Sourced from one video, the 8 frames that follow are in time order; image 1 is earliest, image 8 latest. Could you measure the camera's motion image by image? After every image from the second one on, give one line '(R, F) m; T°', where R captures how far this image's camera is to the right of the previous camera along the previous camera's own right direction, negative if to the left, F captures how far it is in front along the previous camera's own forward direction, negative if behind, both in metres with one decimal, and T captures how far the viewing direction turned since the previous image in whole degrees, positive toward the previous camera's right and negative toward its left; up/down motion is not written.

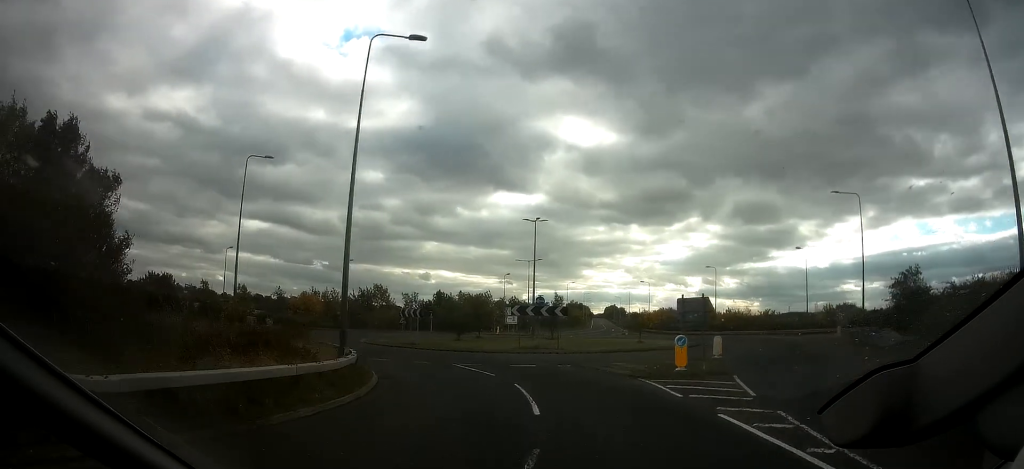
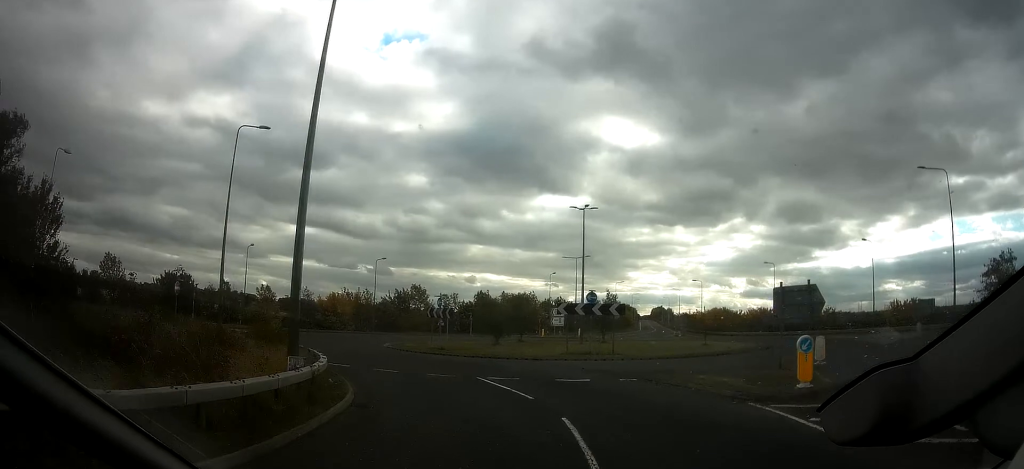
(+0.2, +6.7) m; -4°
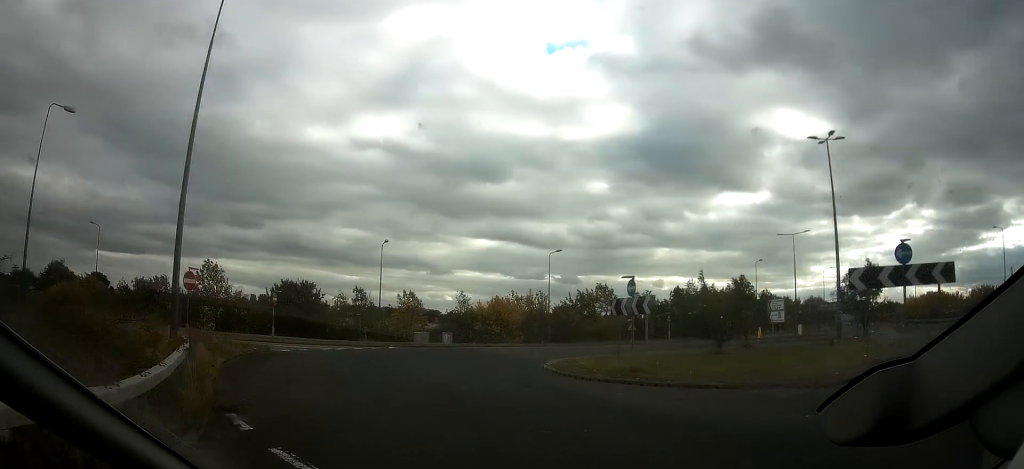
(-2.4, +15.5) m; -15°
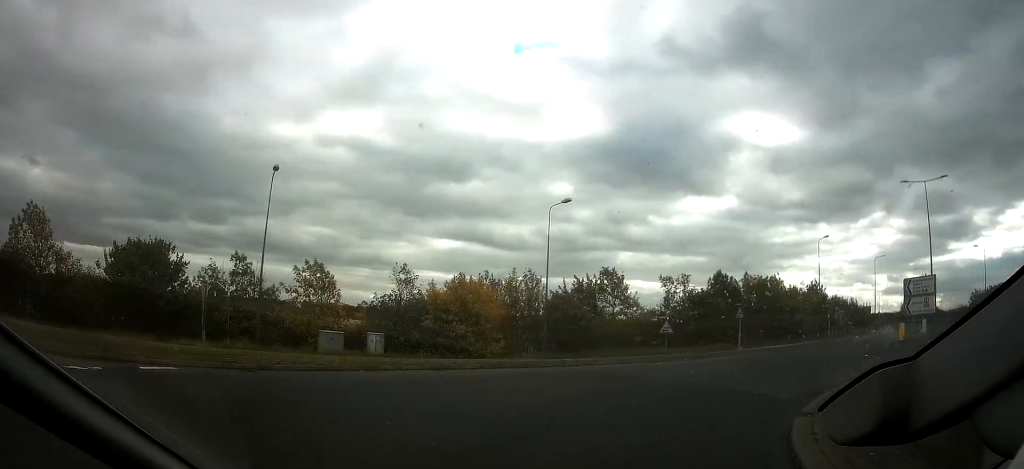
(-2.7, +24.0) m; 0°
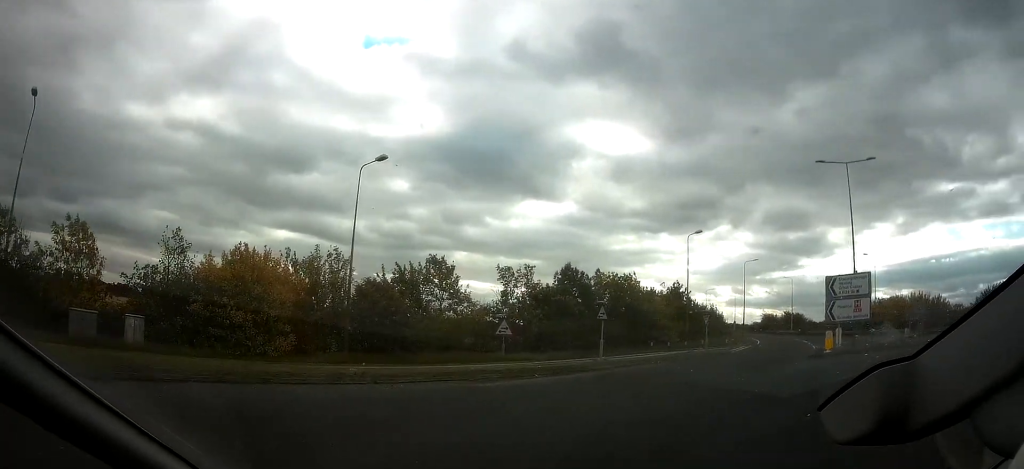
(+0.8, +8.5) m; +12°
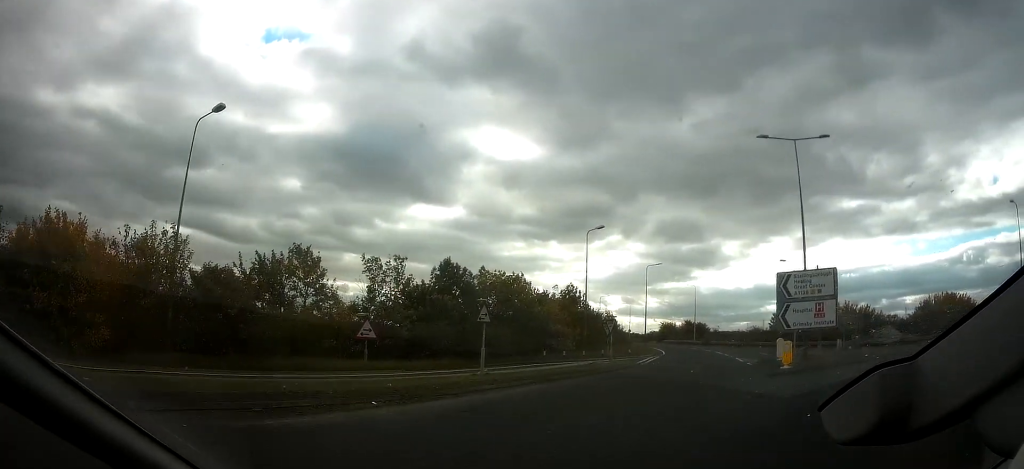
(+0.3, +6.3) m; +9°
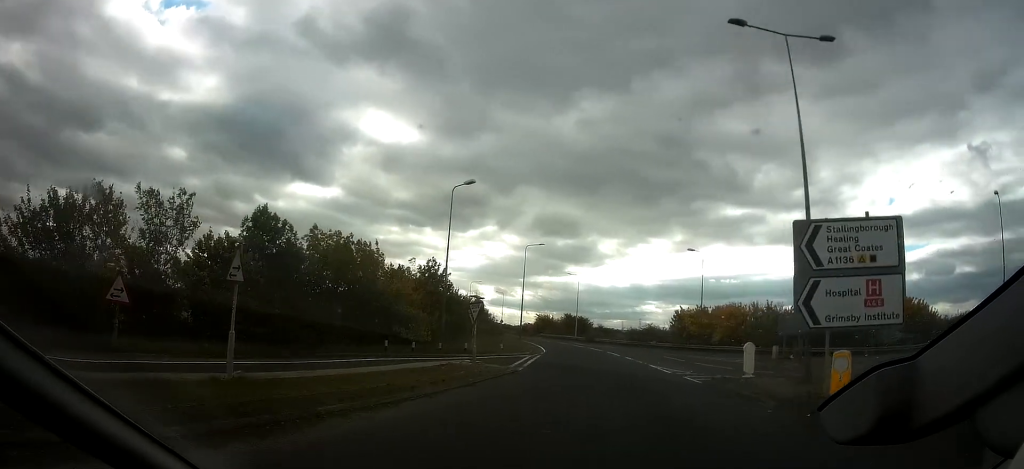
(+1.5, +11.0) m; +13°
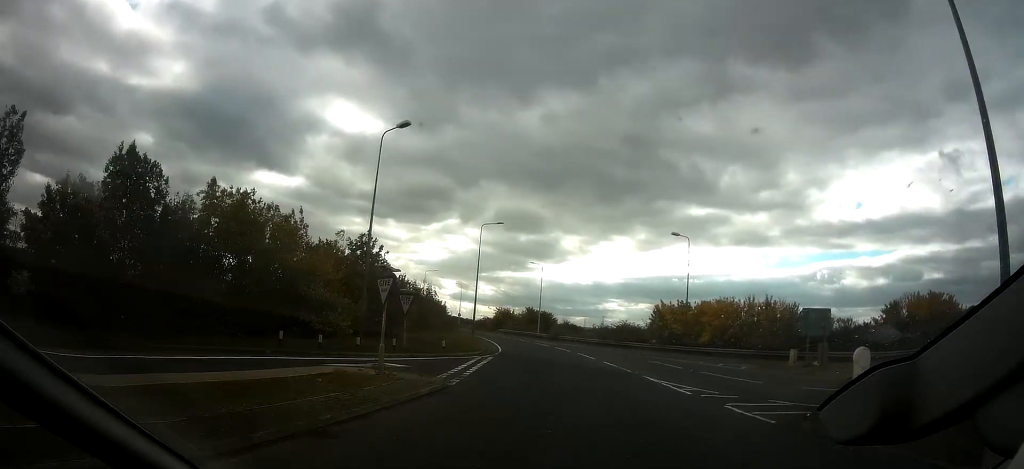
(+0.6, +8.9) m; +6°
